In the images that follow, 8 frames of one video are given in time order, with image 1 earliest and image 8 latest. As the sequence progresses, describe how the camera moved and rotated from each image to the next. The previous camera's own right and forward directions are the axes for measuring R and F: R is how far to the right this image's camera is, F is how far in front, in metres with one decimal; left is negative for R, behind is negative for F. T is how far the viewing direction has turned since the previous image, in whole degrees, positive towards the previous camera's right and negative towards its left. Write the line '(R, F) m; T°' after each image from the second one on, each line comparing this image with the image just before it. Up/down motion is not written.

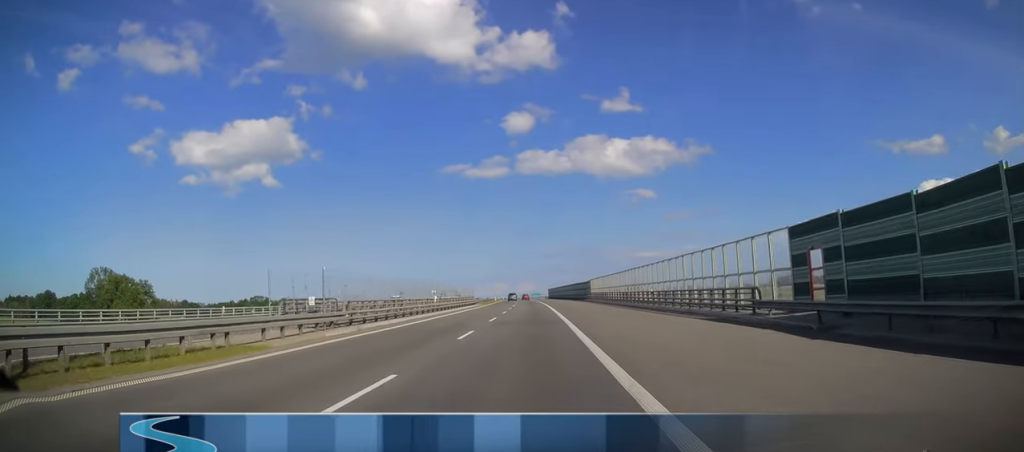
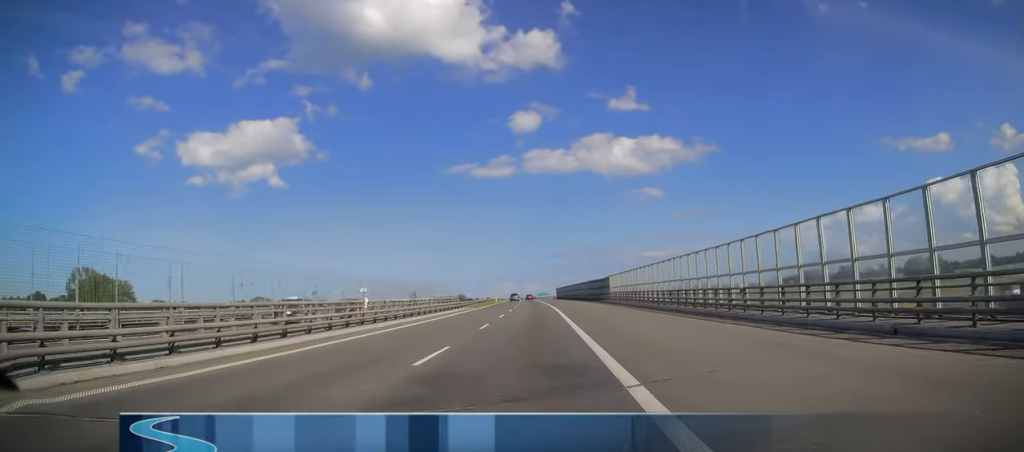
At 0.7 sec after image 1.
(0.0, +18.4) m; 0°
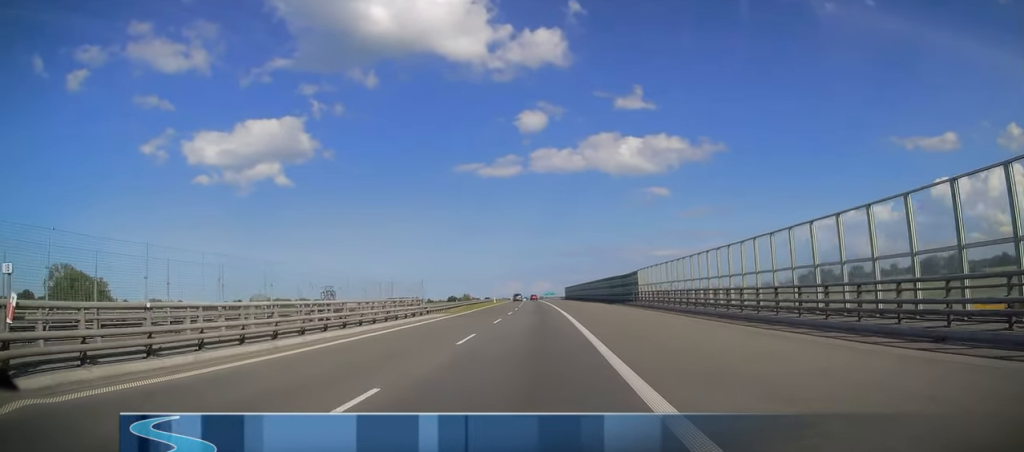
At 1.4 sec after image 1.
(0.0, +18.9) m; 0°
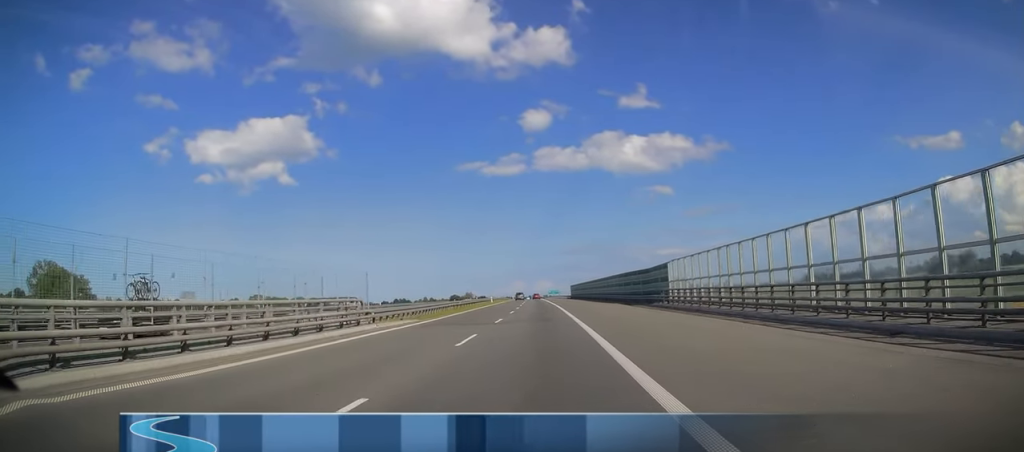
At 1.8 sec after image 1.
(0.0, +12.9) m; 0°
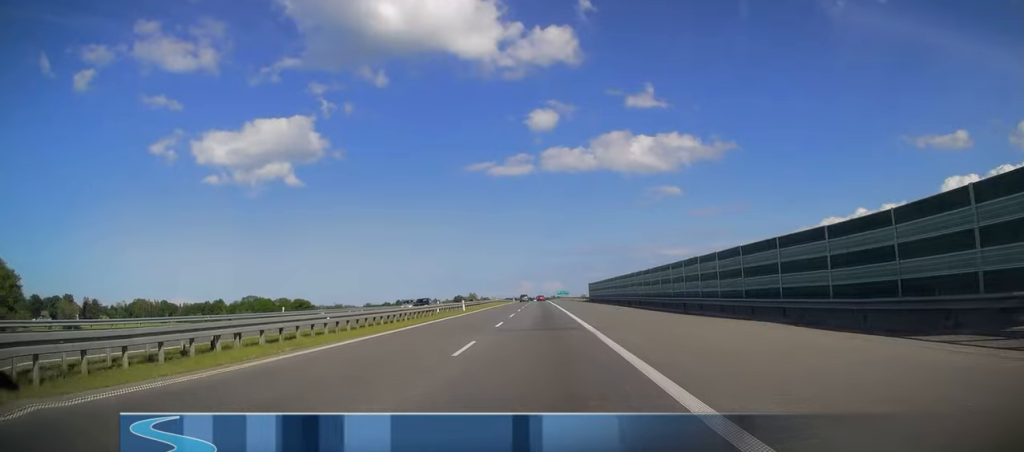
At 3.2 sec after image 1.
(0.0, +38.2) m; -1°
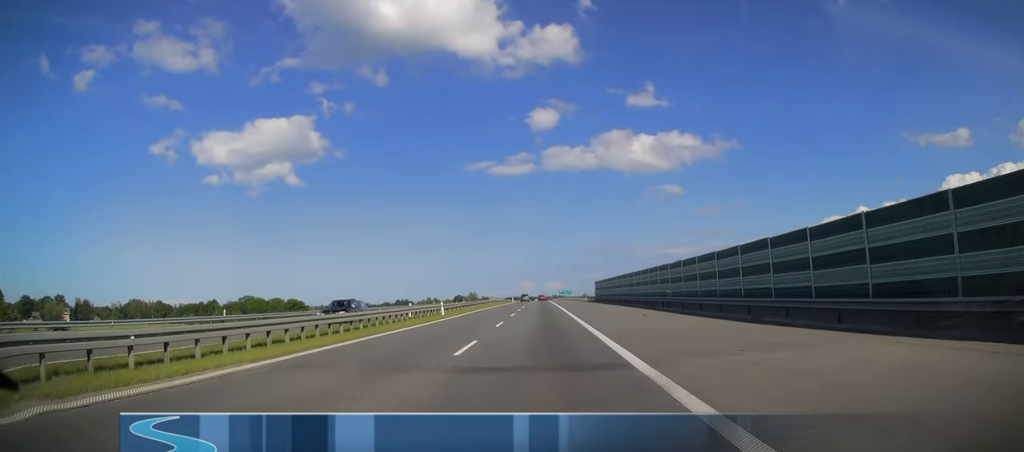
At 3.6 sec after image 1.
(+0.1, +11.5) m; -1°
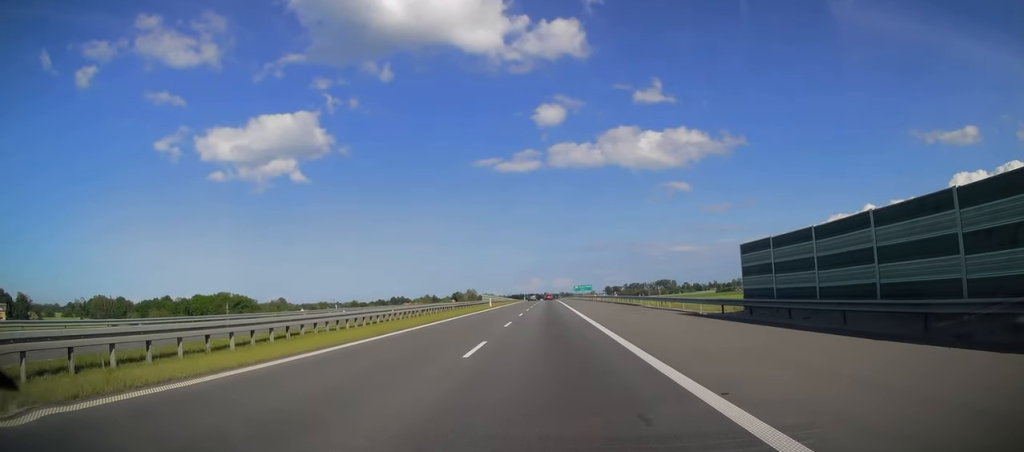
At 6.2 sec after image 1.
(-1.4, +72.3) m; -1°
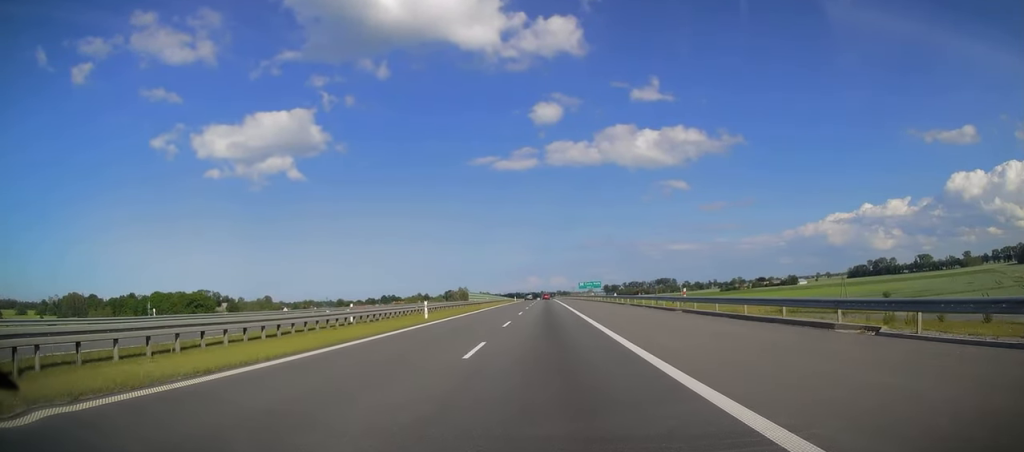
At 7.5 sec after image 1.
(0.0, +36.2) m; +1°
